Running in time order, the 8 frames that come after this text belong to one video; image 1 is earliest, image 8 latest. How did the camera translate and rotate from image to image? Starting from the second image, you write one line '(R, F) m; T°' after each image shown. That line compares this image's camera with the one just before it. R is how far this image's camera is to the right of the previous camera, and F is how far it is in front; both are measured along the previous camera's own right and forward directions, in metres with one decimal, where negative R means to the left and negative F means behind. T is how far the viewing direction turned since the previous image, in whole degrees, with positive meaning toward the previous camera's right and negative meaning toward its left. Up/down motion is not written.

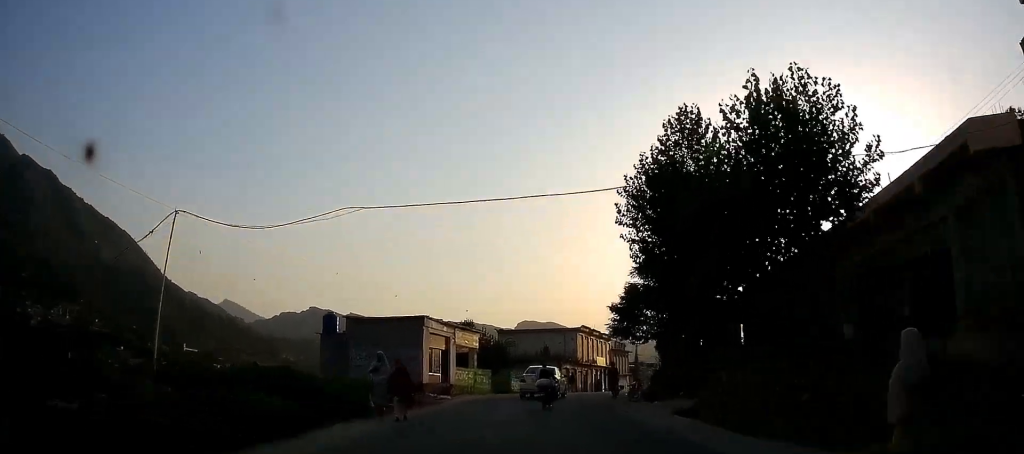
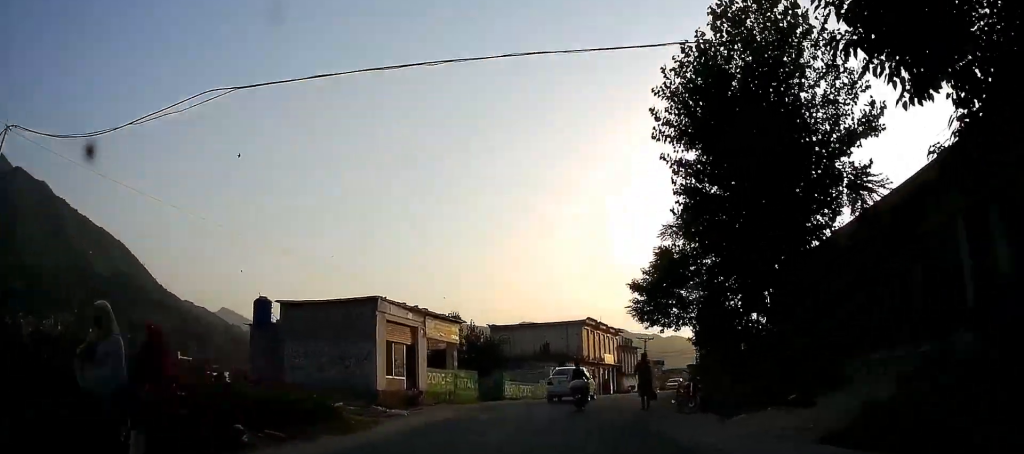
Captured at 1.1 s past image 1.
(+0.9, +8.7) m; +3°
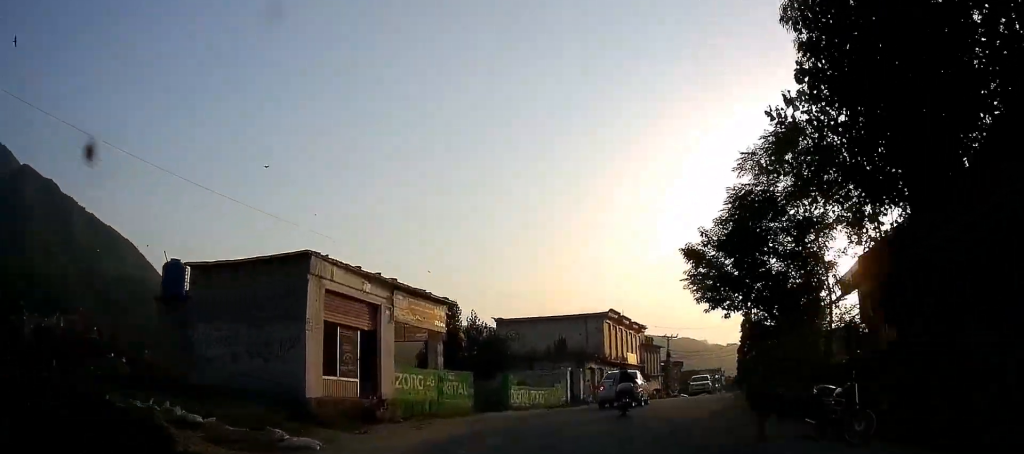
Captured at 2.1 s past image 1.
(+0.1, +7.9) m; +1°
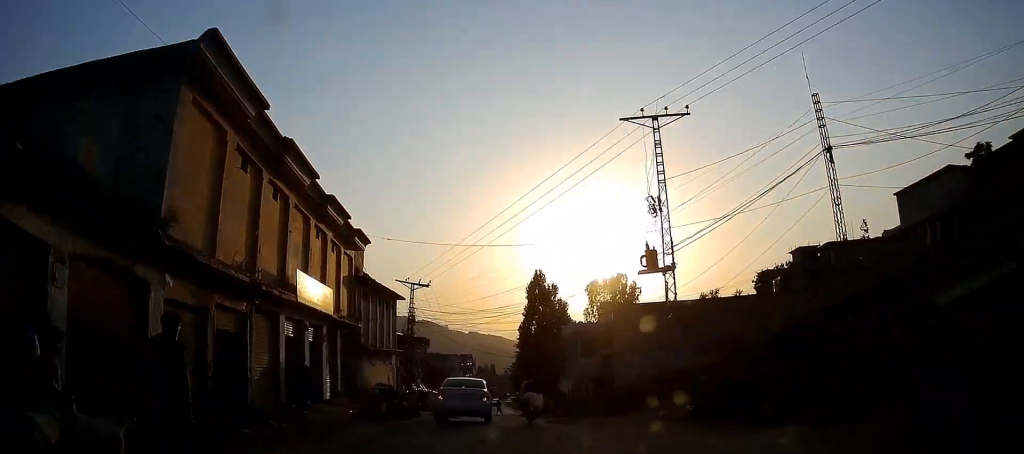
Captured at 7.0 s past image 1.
(+2.0, +35.1) m; +14°
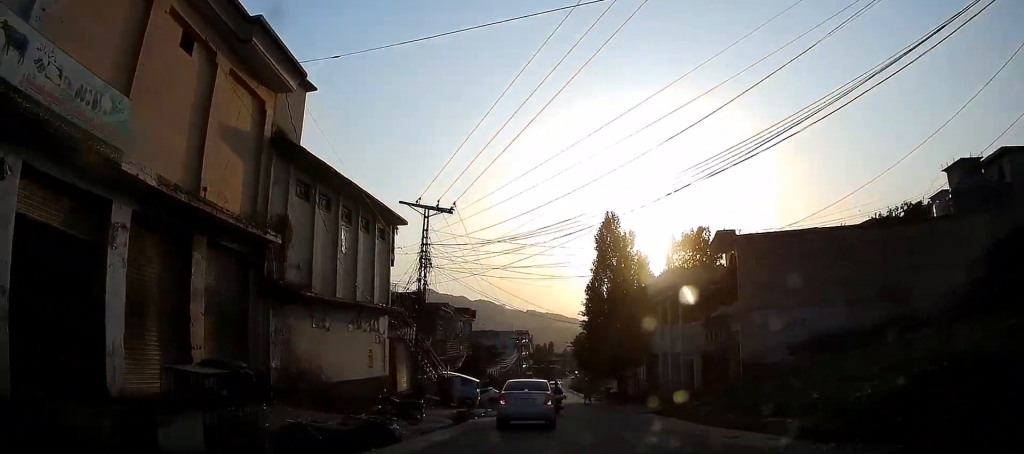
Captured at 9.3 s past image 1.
(+1.4, +15.0) m; +5°
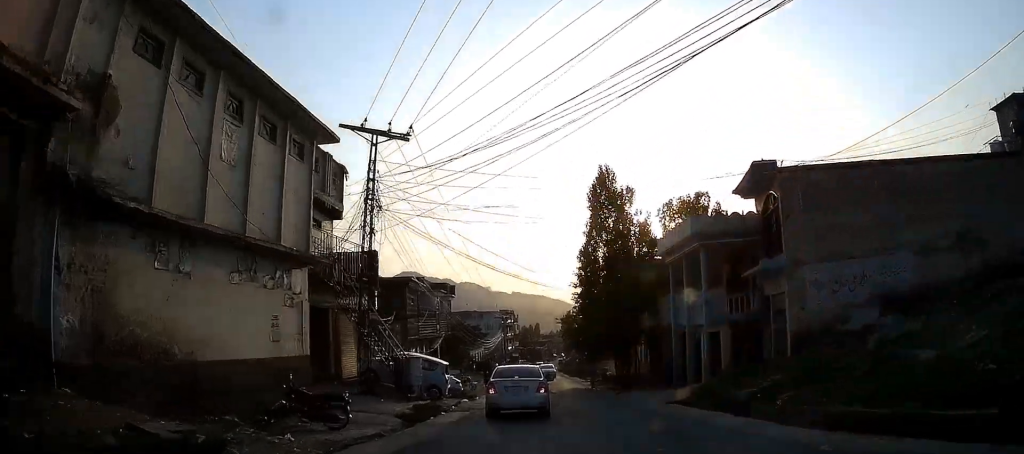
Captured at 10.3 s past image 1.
(-0.2, +6.3) m; -1°
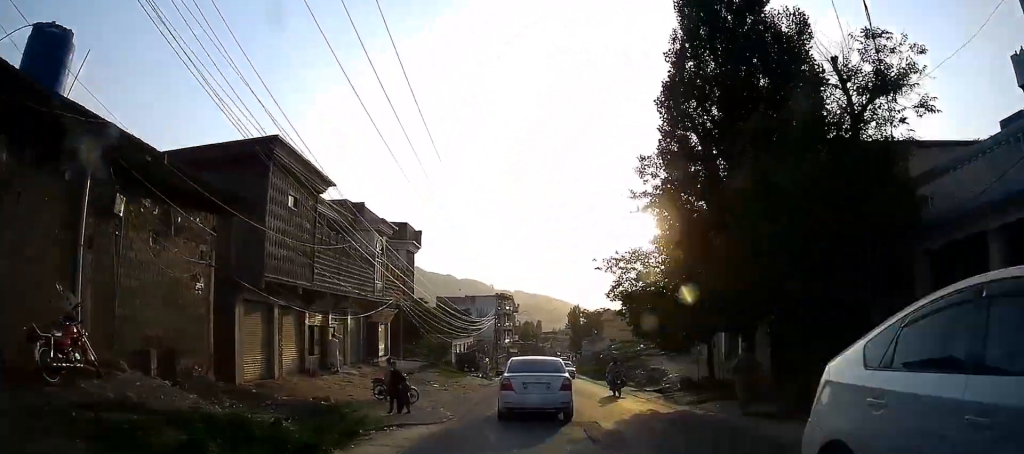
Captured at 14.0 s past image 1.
(-0.5, +23.5) m; -2°
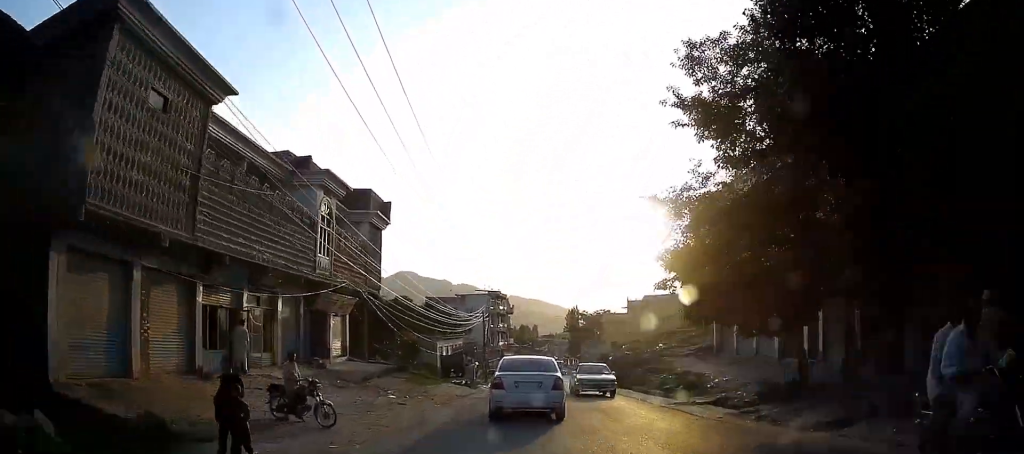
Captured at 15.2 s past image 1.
(+0.1, +7.9) m; -2°
